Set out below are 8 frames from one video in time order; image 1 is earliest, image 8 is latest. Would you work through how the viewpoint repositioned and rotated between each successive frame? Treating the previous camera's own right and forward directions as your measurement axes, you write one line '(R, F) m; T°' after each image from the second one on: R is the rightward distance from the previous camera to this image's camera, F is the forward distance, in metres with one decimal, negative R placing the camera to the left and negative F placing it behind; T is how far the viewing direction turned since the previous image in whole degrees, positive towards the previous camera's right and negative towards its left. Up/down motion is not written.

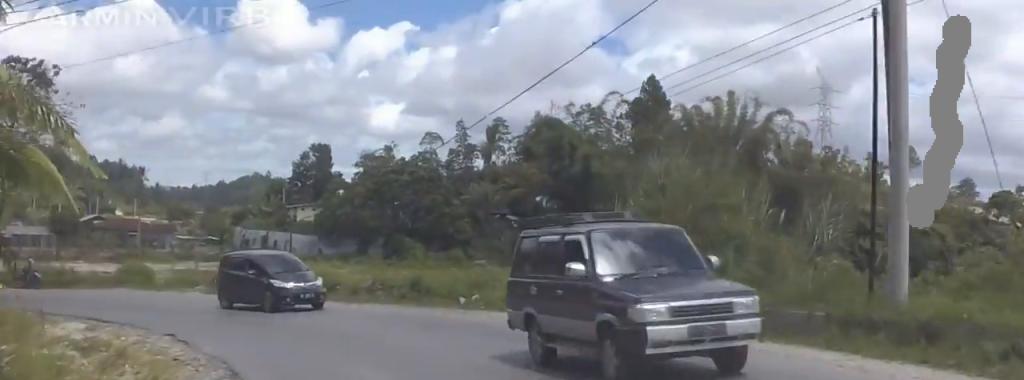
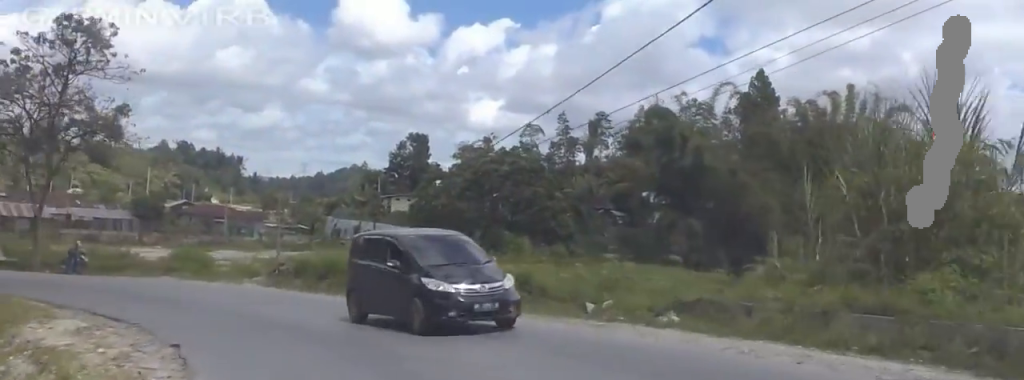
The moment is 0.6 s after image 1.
(+0.1, +6.9) m; -3°
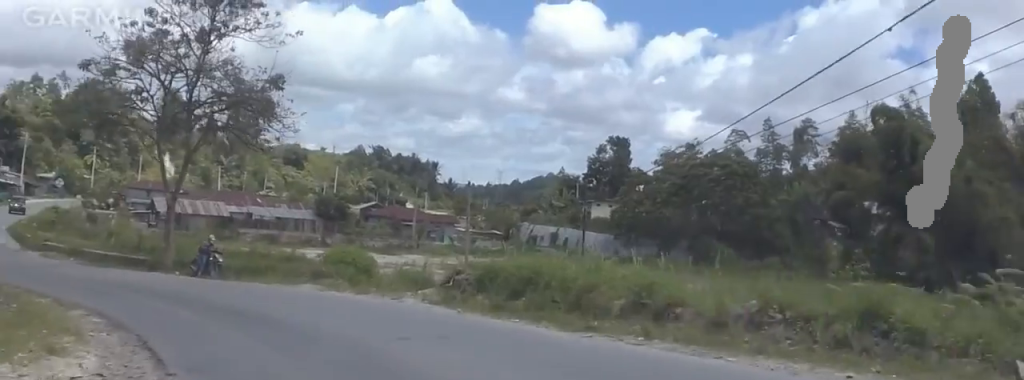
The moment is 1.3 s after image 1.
(-0.1, +9.1) m; -10°
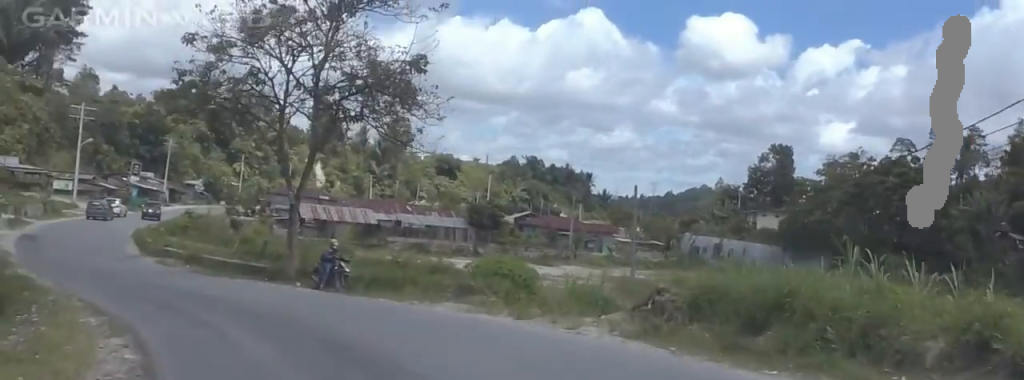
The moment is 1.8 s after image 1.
(-1.0, +6.2) m; -14°
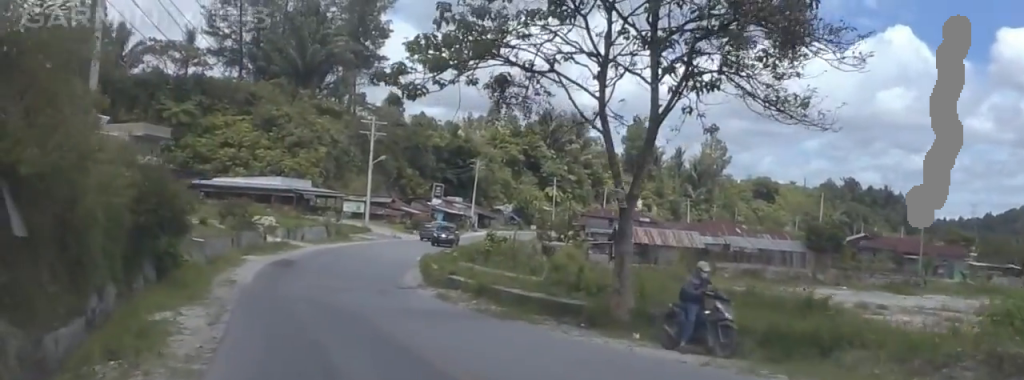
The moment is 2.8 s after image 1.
(-2.8, +11.3) m; -22°
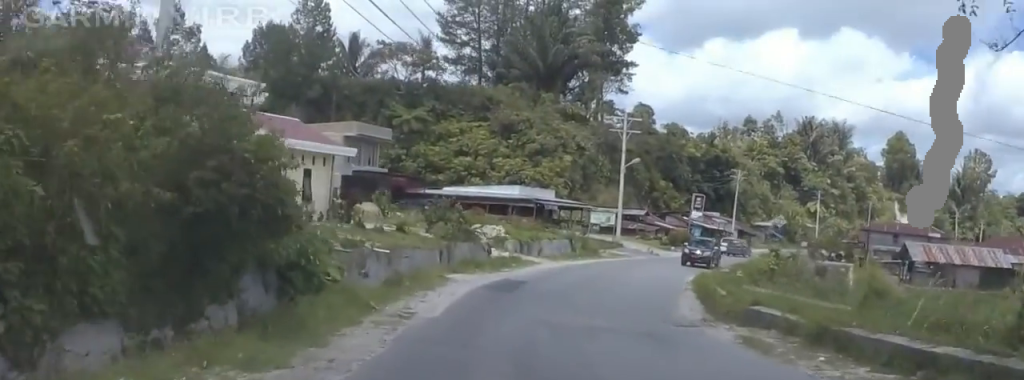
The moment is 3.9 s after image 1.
(-1.8, +12.9) m; -8°
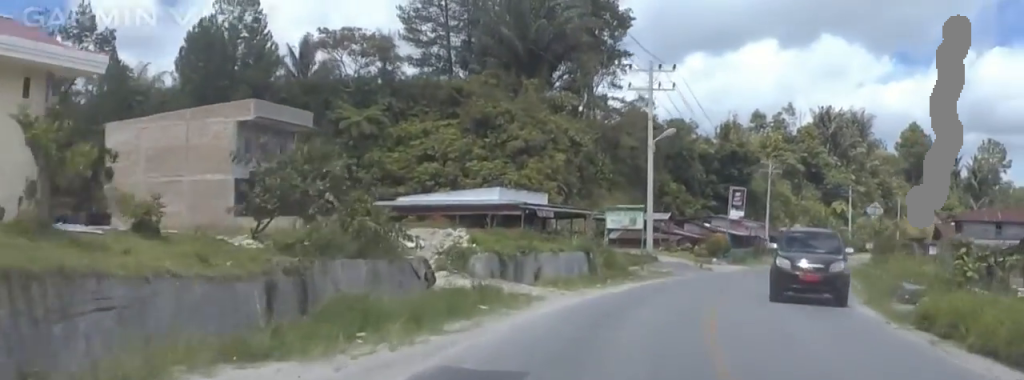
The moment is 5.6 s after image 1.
(+0.6, +22.7) m; +5°
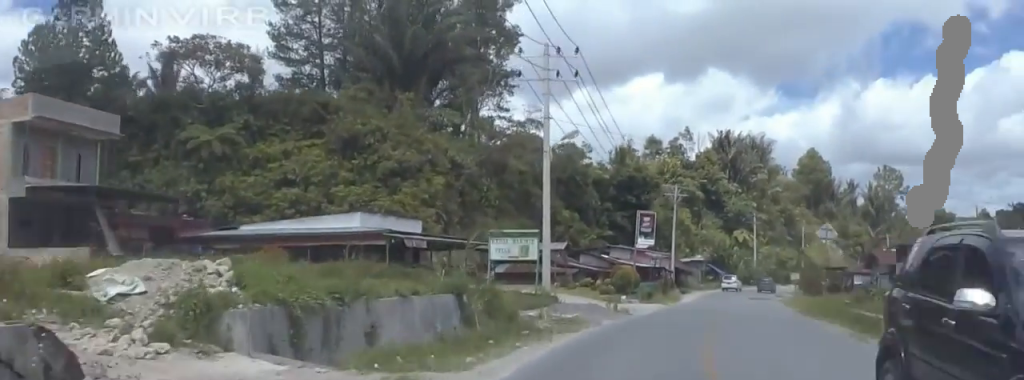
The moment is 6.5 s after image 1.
(+0.5, +11.0) m; +2°
